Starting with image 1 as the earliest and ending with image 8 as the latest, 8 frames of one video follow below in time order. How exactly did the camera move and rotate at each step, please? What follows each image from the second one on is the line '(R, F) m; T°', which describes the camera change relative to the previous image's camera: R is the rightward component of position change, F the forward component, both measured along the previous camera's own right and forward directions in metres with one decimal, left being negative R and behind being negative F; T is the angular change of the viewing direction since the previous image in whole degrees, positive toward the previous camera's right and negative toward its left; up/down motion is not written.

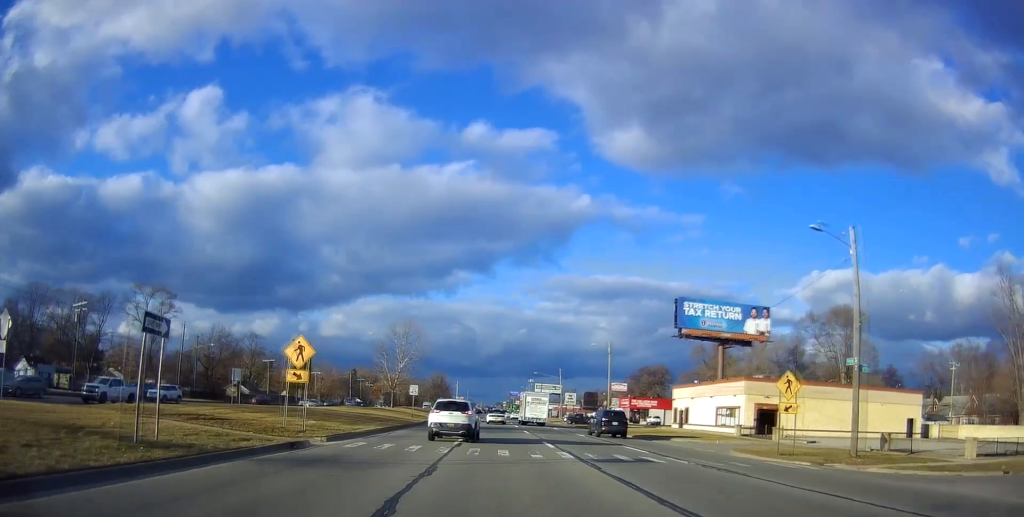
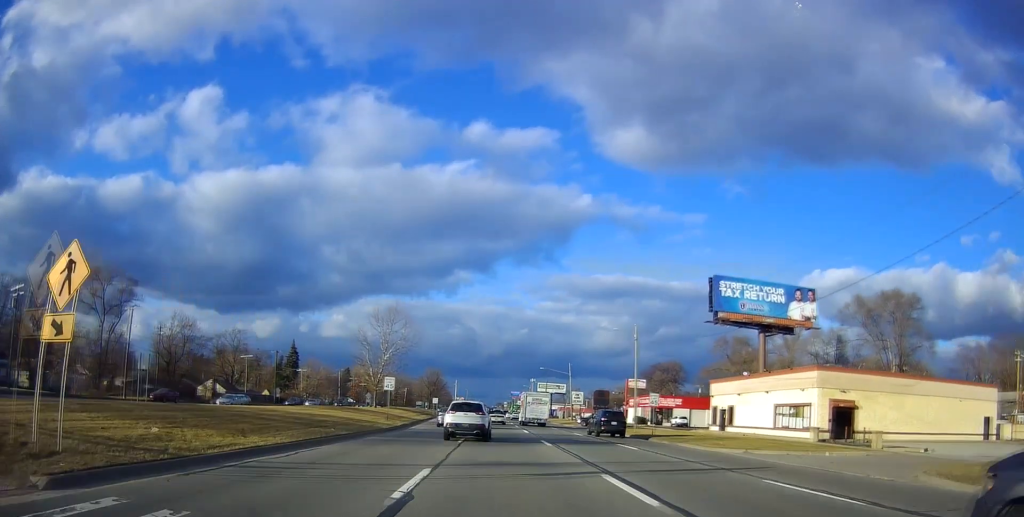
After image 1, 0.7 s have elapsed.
(-0.2, +14.0) m; -1°
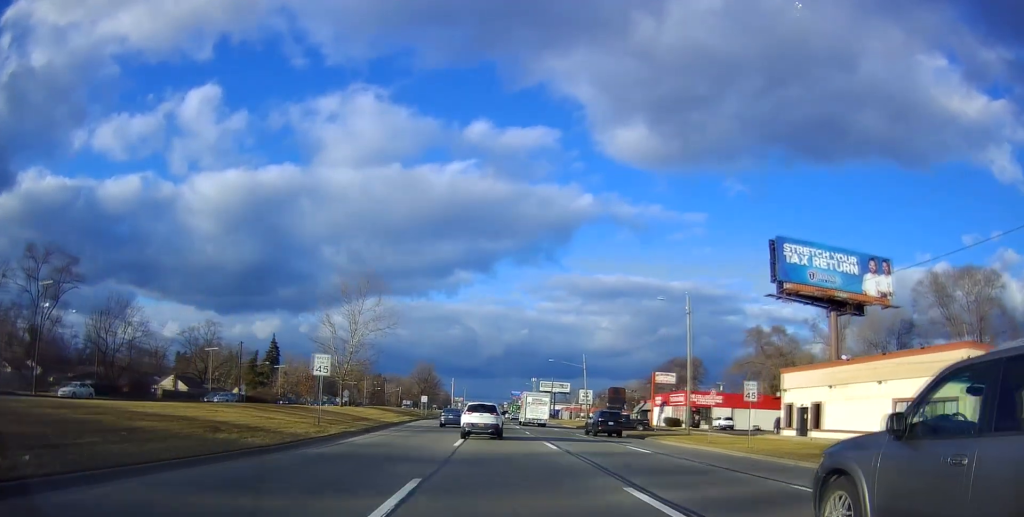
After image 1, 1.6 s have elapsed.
(-0.4, +17.3) m; 0°
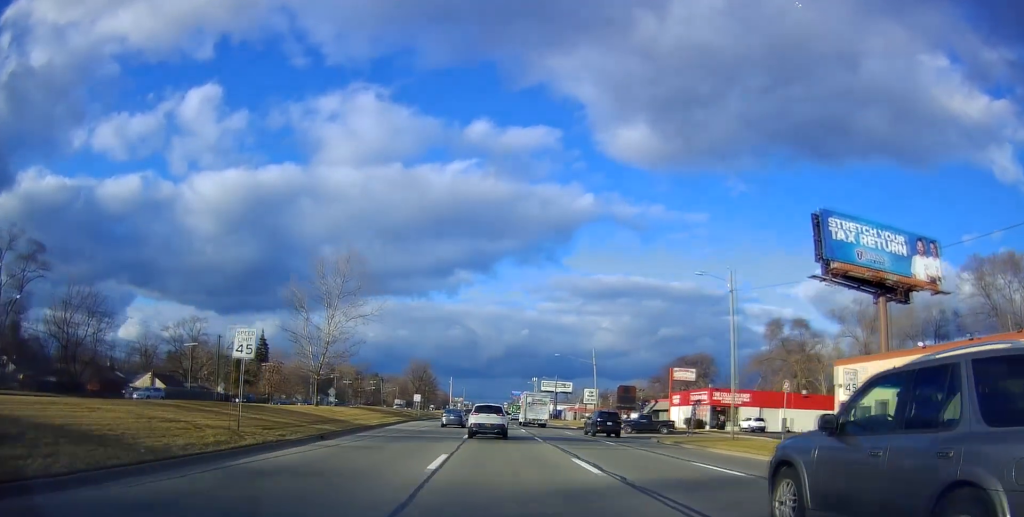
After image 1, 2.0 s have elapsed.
(+0.3, +8.6) m; +1°
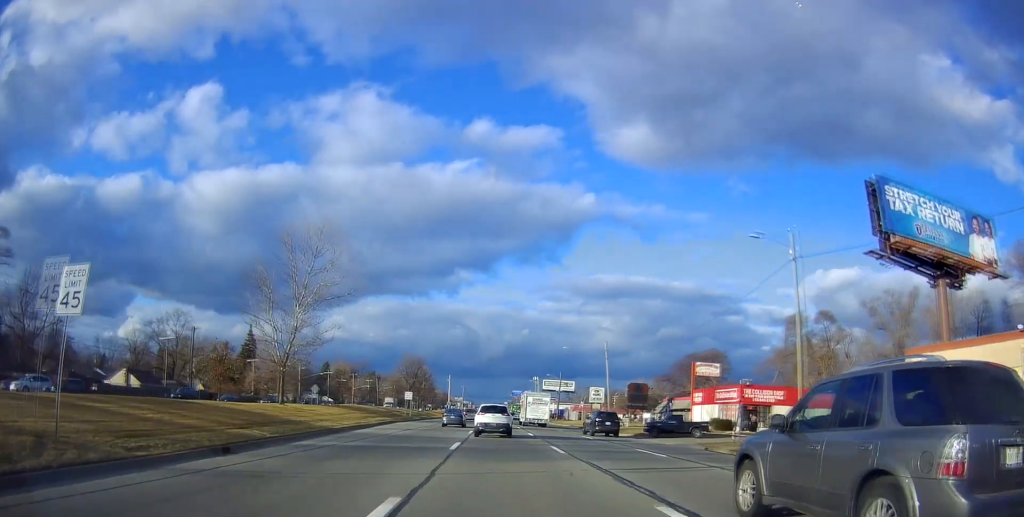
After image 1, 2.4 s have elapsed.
(+0.2, +8.6) m; 0°
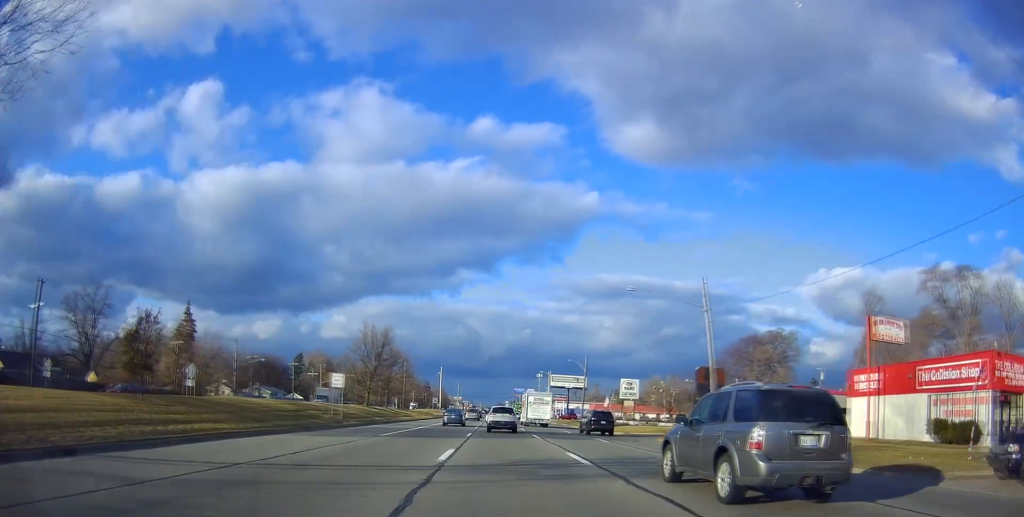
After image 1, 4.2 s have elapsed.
(0.0, +34.4) m; +1°
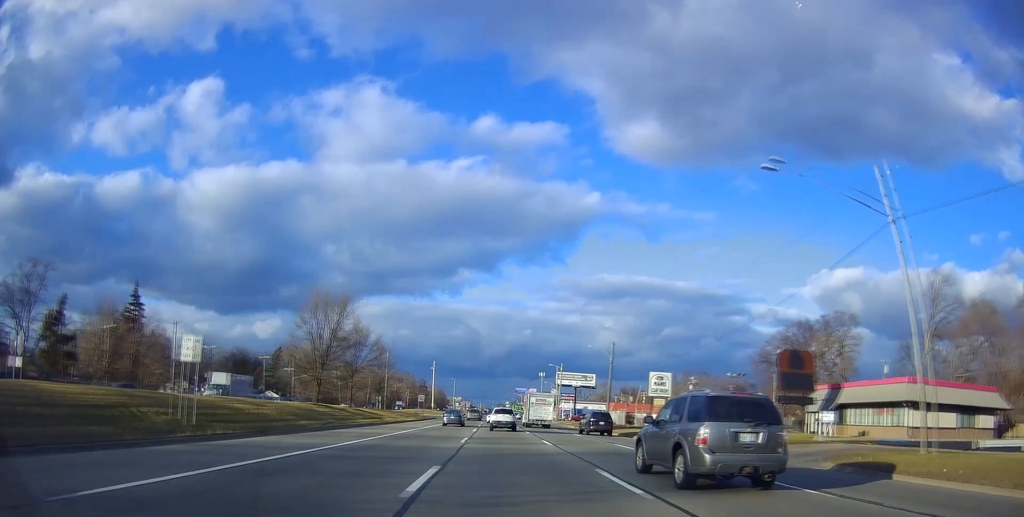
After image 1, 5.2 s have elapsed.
(+0.1, +20.9) m; -2°
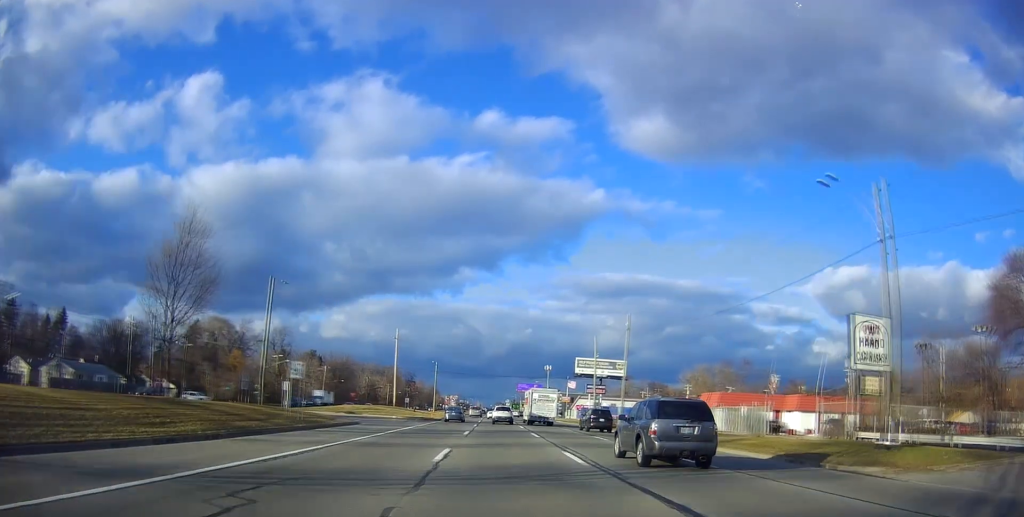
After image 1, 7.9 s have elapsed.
(-0.6, +55.5) m; 0°
